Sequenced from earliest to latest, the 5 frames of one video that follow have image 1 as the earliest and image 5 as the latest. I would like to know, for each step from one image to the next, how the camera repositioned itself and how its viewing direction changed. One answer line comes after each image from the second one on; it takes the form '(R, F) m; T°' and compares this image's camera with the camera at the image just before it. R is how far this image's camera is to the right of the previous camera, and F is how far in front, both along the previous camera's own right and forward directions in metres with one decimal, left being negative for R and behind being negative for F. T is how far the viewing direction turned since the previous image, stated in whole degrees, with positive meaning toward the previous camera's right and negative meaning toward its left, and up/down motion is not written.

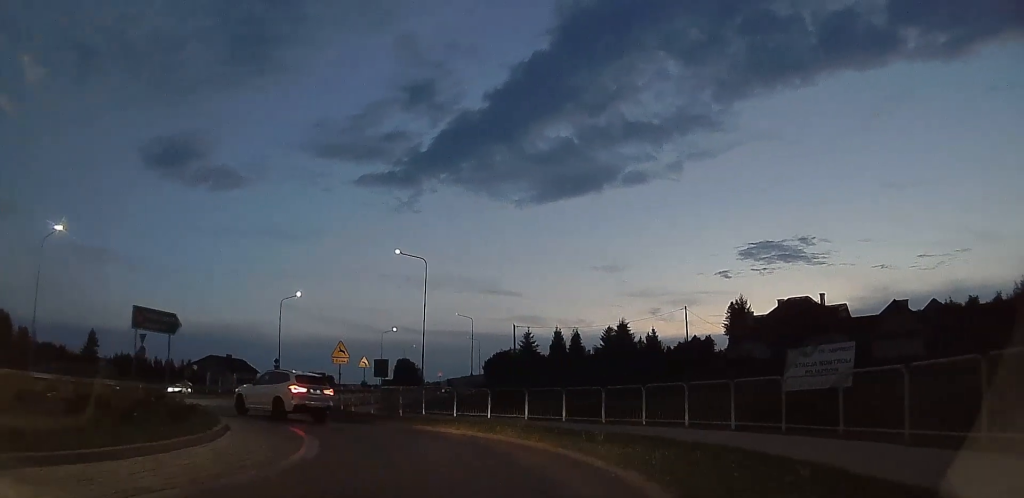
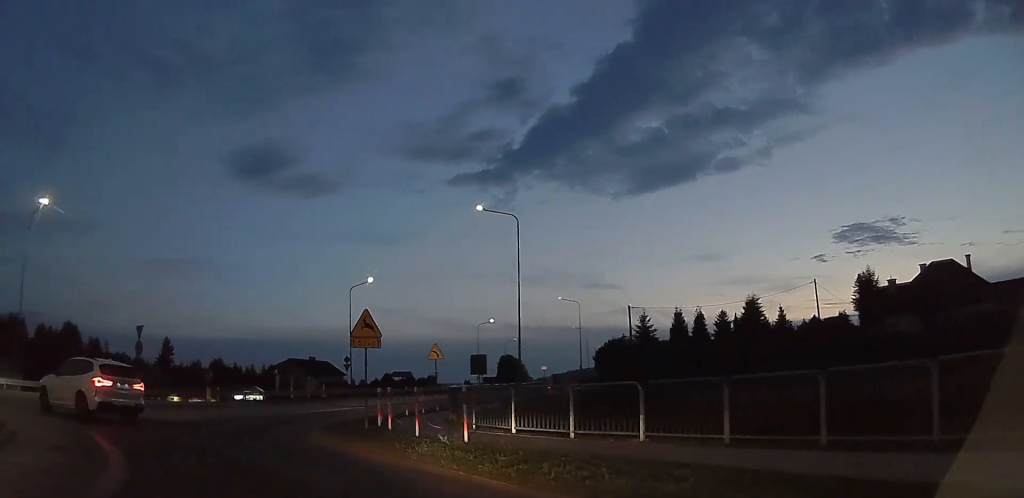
(+0.9, +12.5) m; -4°
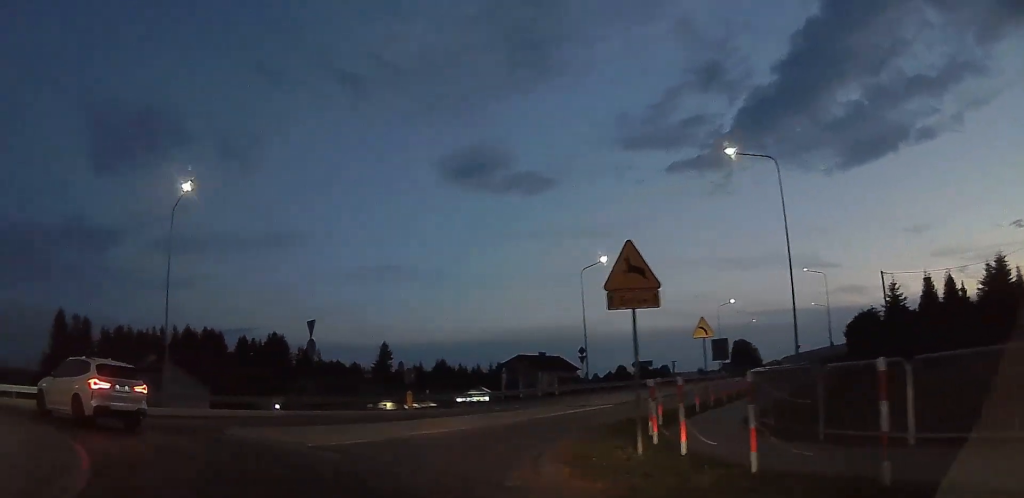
(-0.9, +7.7) m; -20°
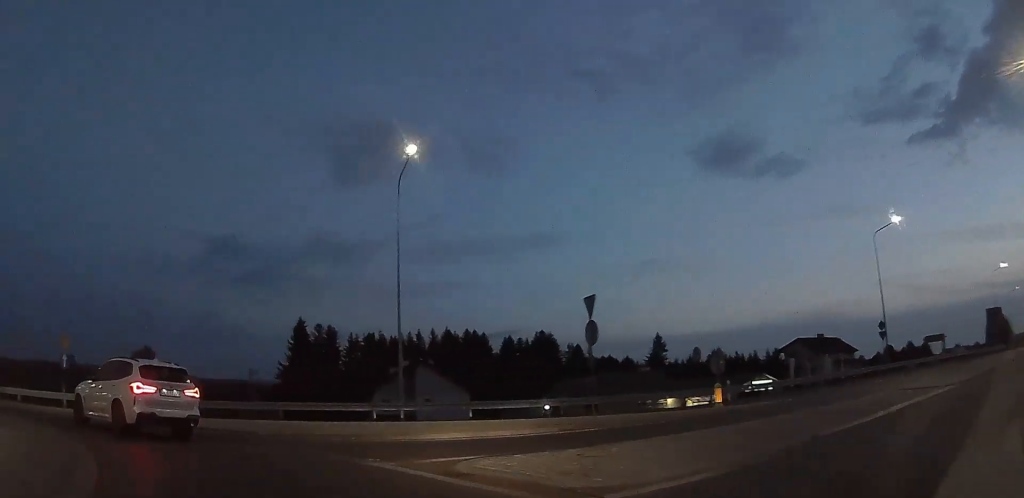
(-1.7, +6.5) m; -25°
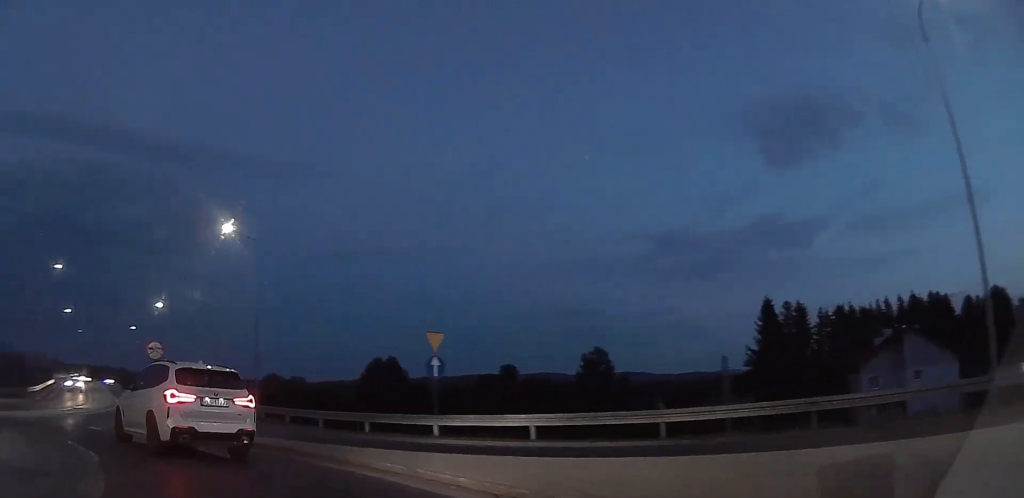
(-3.1, +12.2) m; -32°
